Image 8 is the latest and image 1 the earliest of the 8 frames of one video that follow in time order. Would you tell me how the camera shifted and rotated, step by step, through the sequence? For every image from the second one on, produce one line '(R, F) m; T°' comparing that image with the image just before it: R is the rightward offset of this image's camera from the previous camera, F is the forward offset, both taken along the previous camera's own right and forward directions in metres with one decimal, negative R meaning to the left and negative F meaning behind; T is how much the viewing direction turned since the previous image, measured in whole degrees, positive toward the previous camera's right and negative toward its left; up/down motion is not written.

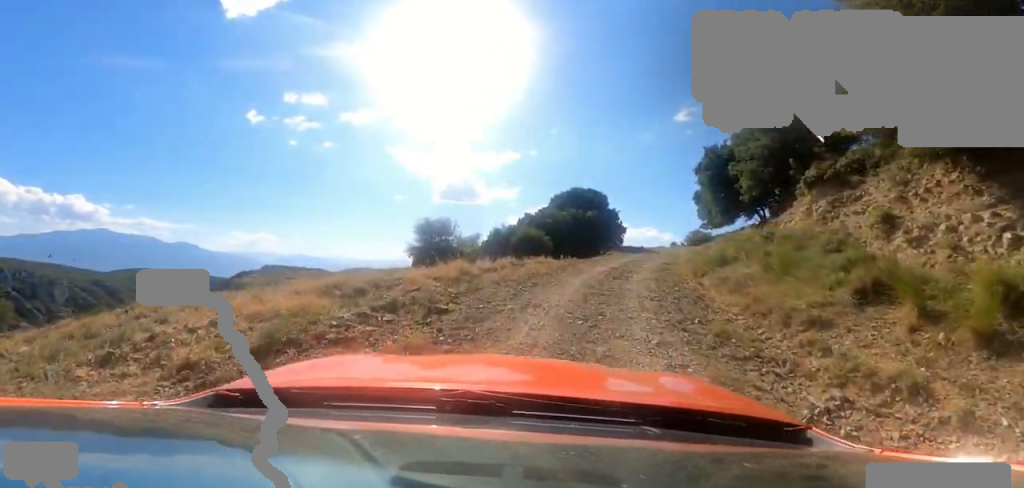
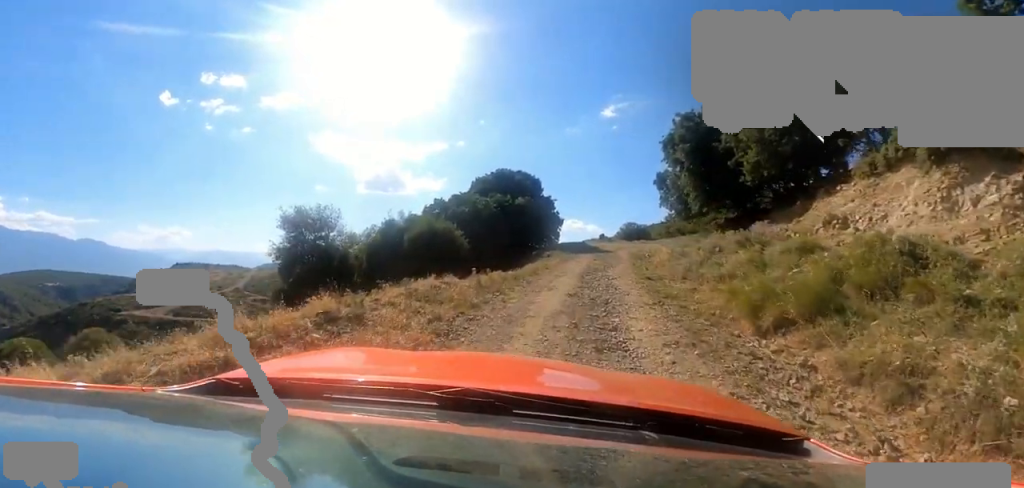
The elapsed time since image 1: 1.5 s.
(+0.7, +6.4) m; +22°
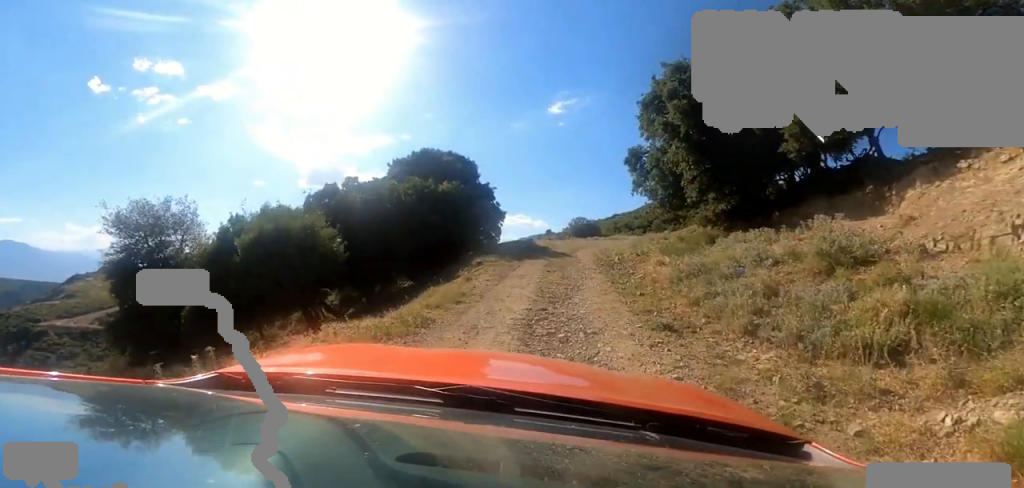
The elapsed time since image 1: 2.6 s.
(+1.2, +5.4) m; +13°
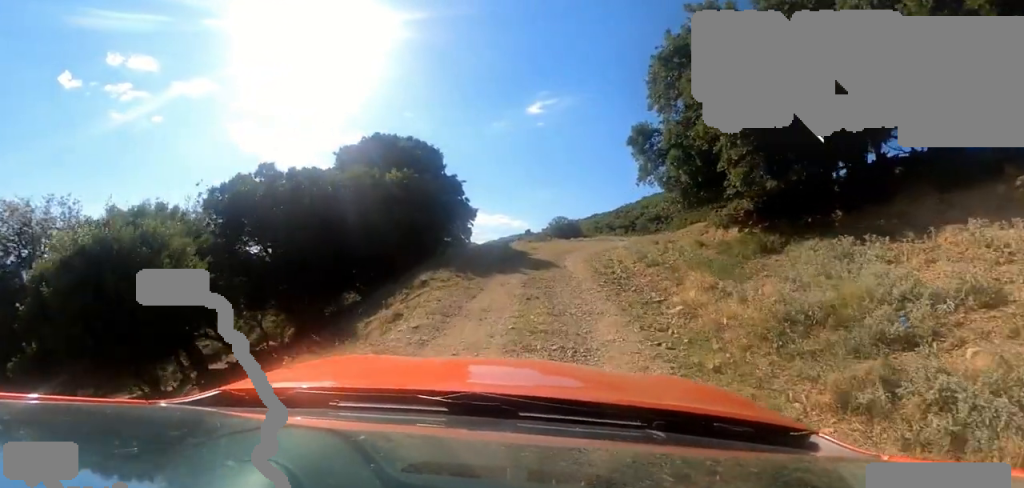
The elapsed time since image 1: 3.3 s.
(+0.1, +3.7) m; +3°
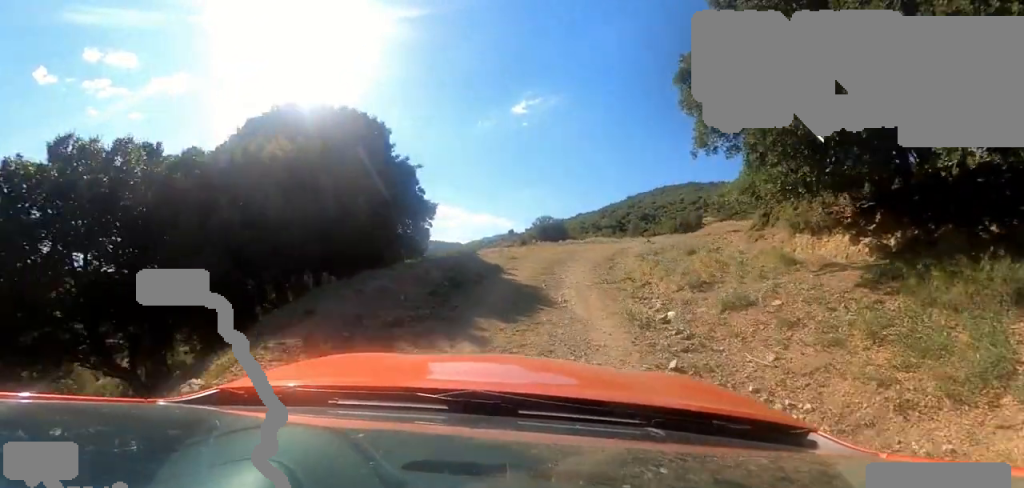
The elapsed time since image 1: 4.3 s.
(0.0, +5.2) m; +8°
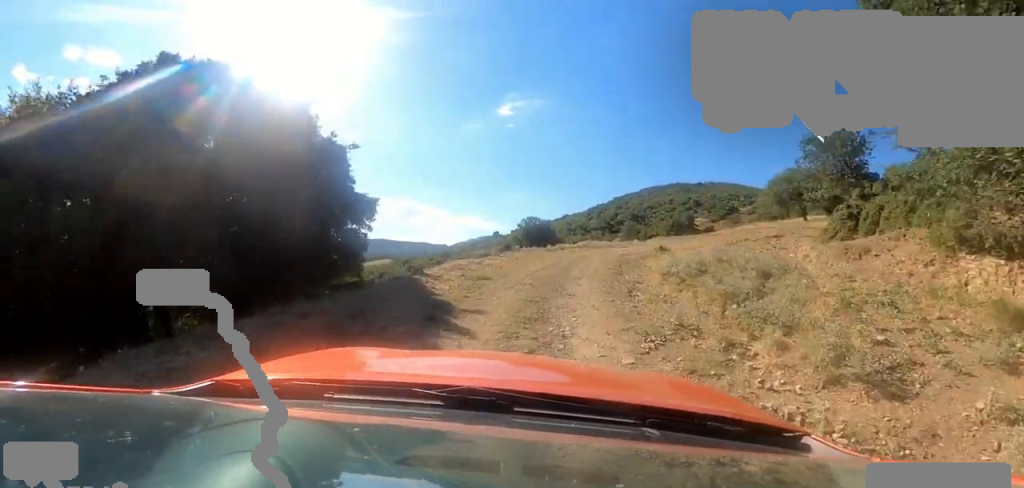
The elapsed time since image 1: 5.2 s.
(+1.1, +4.6) m; 0°
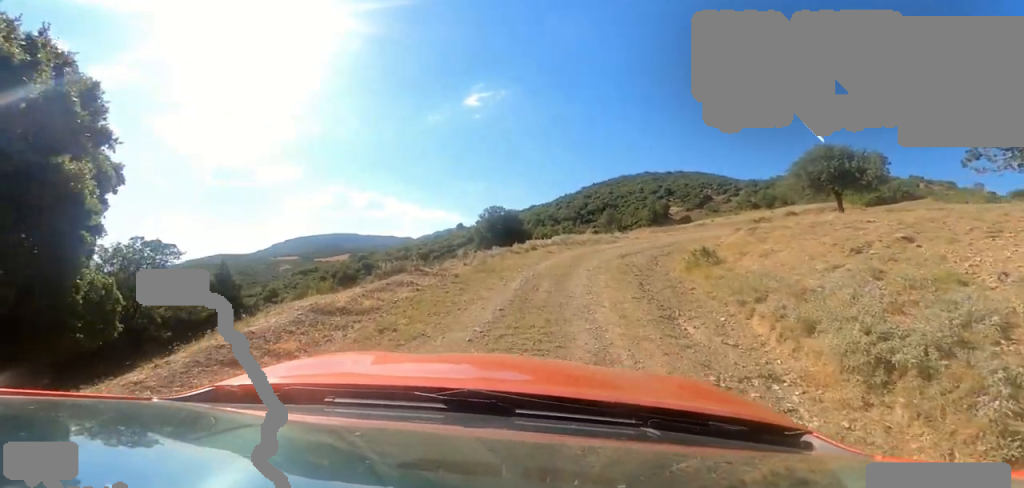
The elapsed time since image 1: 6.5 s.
(-1.3, +7.0) m; -1°
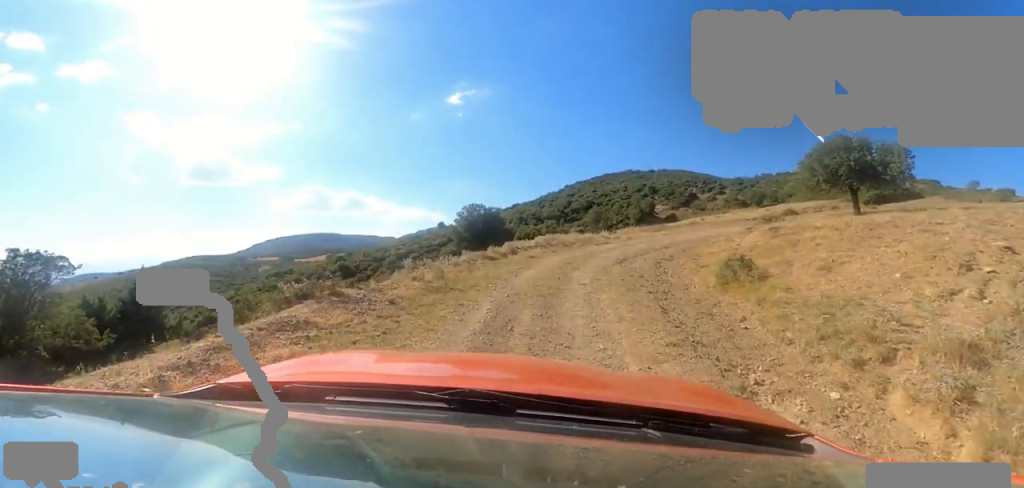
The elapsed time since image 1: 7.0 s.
(+0.1, +2.8) m; +9°
